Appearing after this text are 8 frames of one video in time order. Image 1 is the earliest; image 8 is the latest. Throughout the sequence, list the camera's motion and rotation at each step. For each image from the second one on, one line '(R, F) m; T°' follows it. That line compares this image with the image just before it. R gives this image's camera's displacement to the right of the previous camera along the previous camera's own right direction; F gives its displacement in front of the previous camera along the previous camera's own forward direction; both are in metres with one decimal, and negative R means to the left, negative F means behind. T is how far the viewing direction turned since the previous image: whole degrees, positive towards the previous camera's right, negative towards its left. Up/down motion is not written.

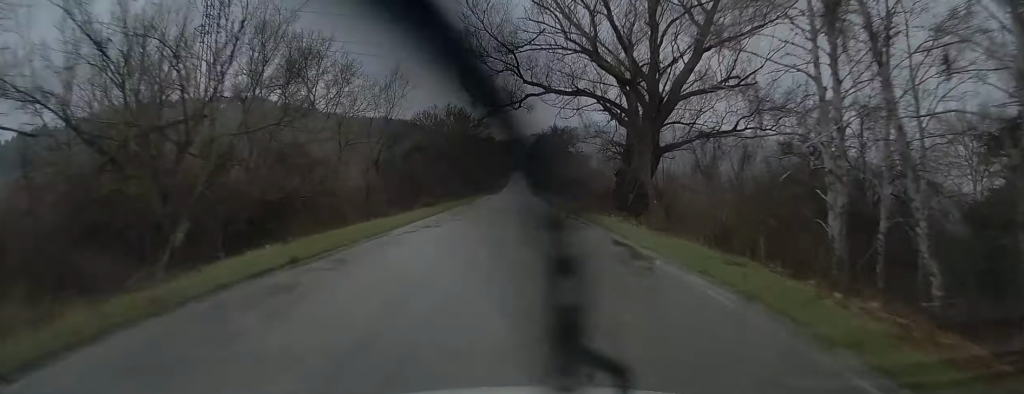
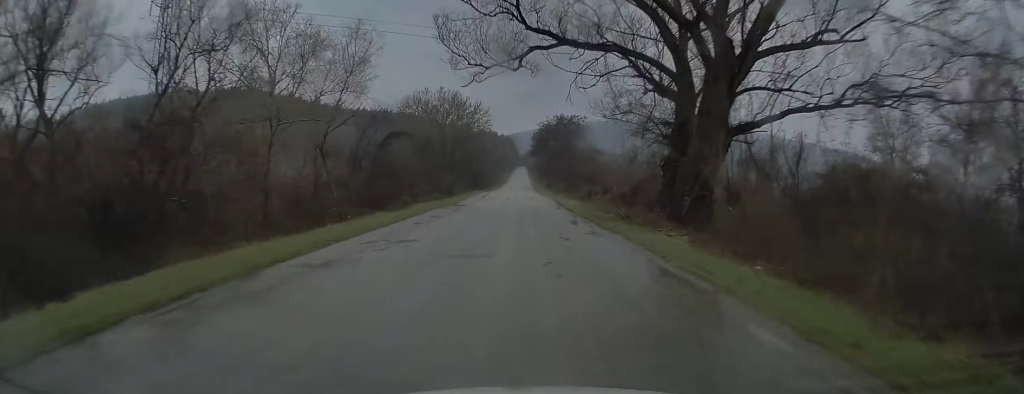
(0.0, +10.4) m; 0°
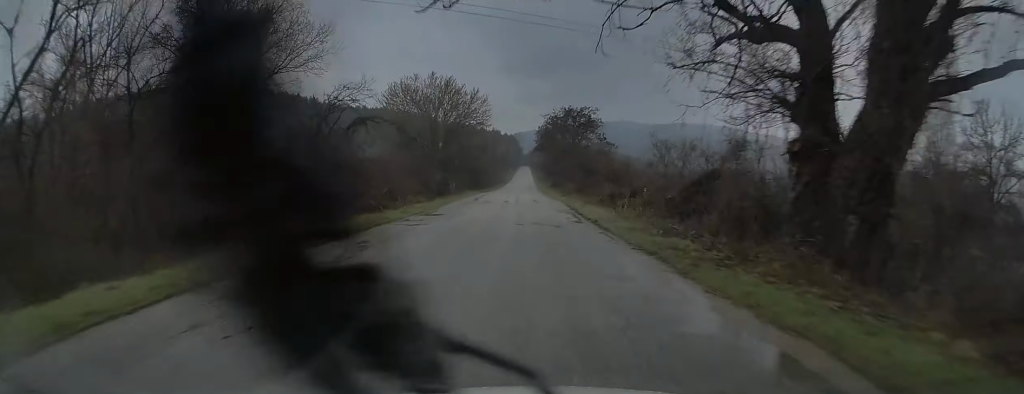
(0.0, +10.5) m; +1°
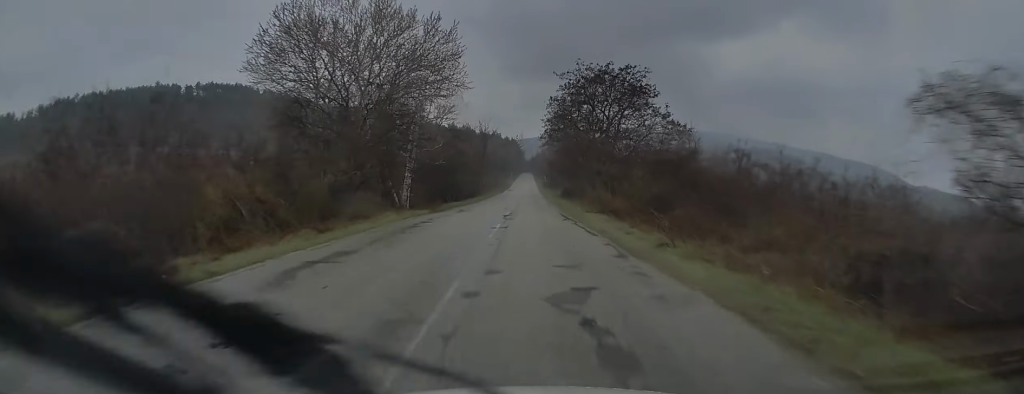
(+0.4, +32.8) m; 0°
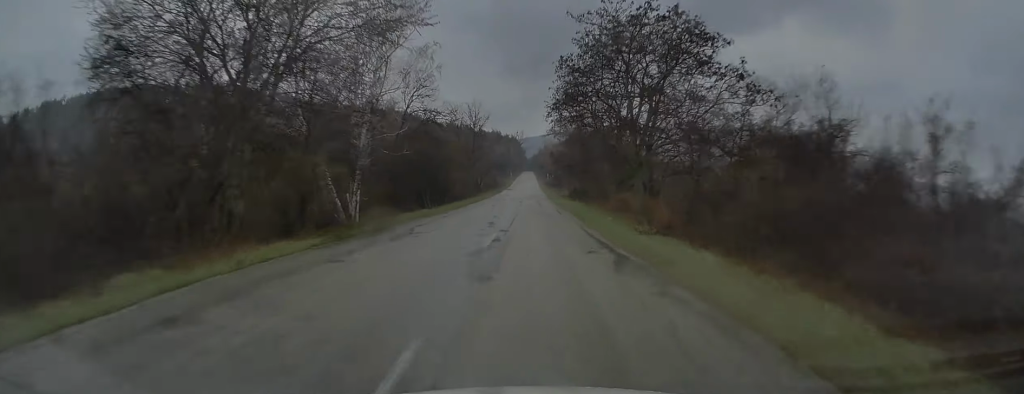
(-0.3, +15.1) m; -1°
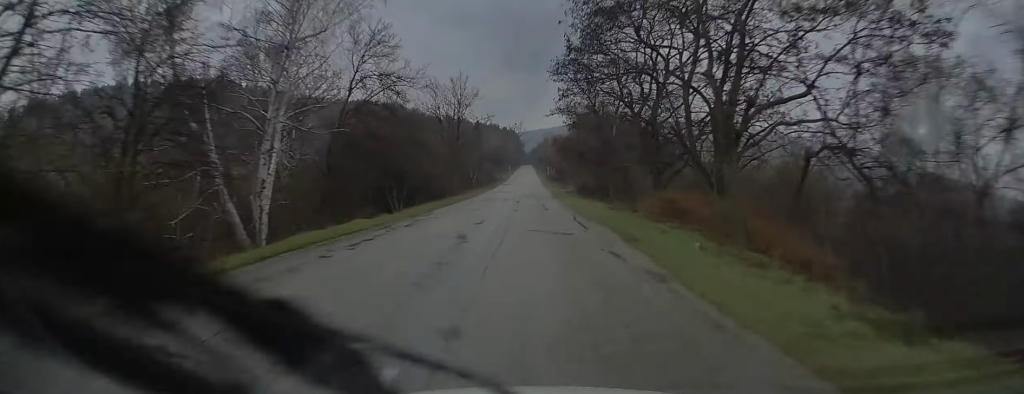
(0.0, +12.5) m; 0°
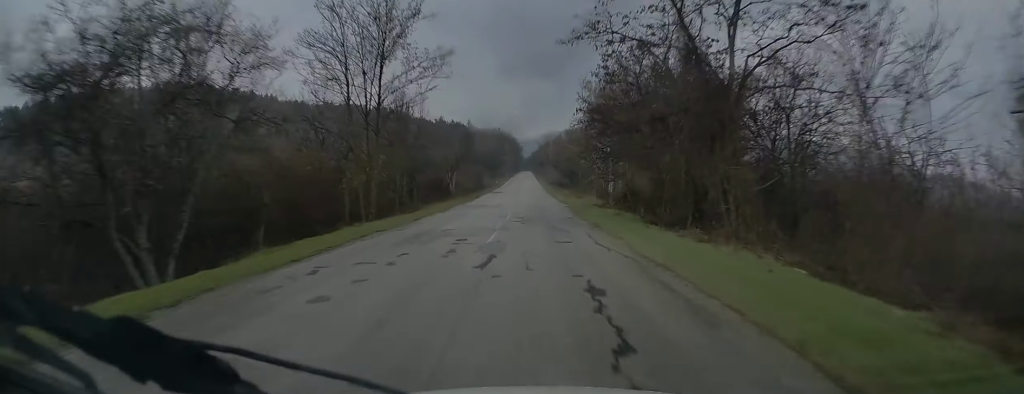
(0.0, +25.7) m; +1°
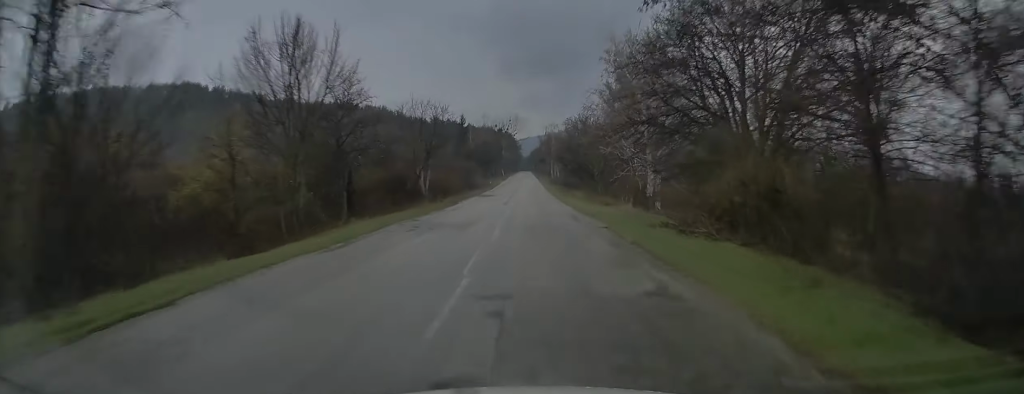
(+0.4, +17.8) m; 0°
